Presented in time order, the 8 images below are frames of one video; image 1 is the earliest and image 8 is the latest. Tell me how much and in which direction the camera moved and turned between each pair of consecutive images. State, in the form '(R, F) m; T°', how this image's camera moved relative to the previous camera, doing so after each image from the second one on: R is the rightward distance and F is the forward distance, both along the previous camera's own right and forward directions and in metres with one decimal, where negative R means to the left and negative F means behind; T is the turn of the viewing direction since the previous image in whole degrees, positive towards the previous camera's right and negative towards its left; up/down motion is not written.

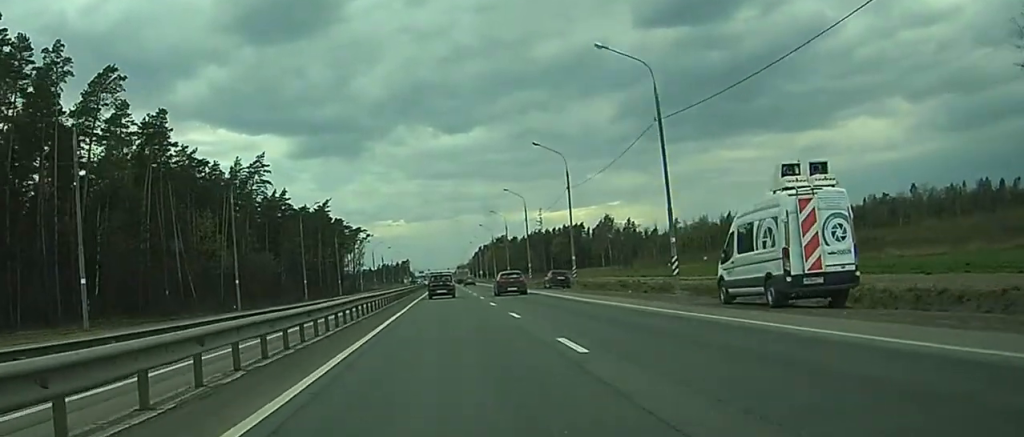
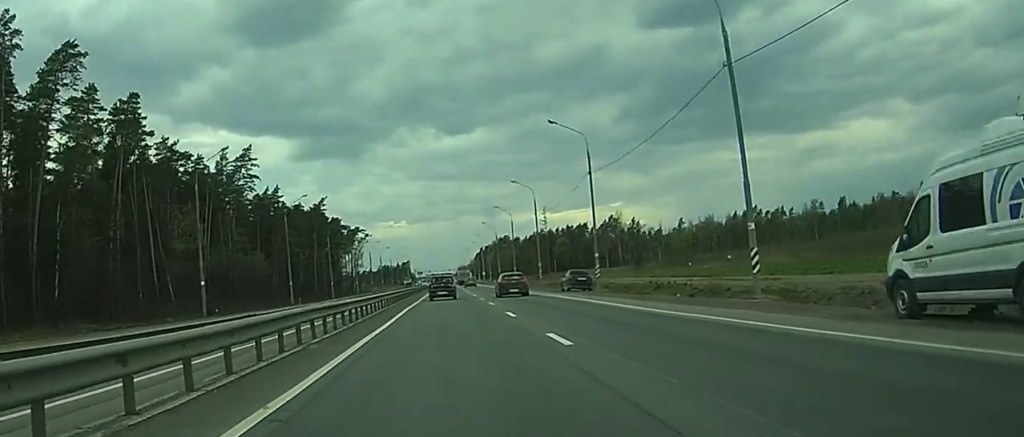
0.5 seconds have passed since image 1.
(+0.1, +10.3) m; 0°
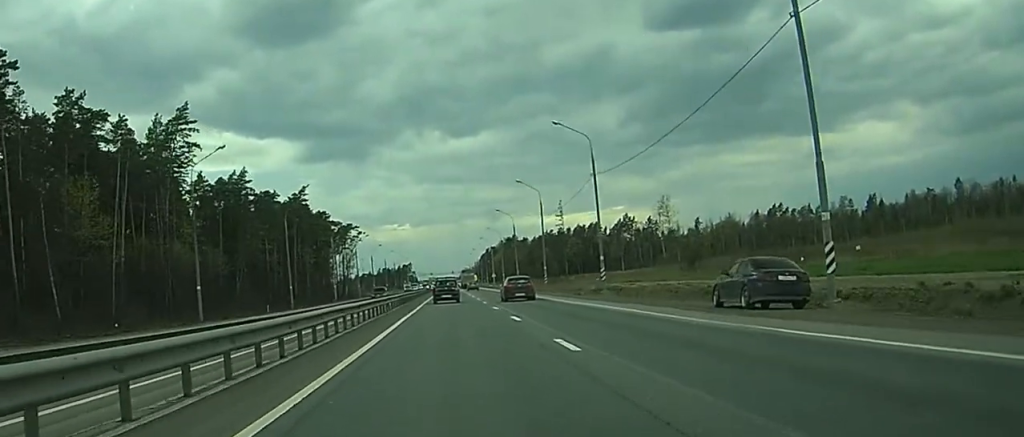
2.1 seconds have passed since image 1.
(-0.1, +36.0) m; -3°
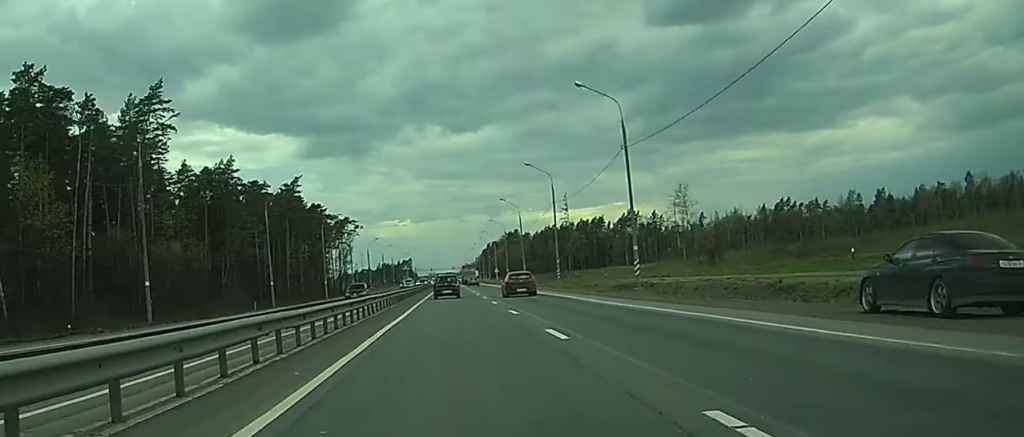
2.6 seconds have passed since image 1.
(-0.2, +10.2) m; -1°
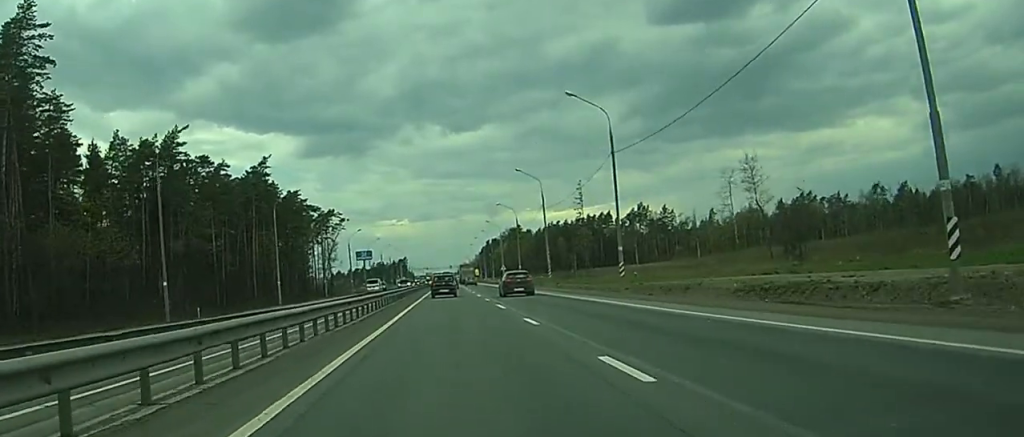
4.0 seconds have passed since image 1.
(-0.5, +30.6) m; -1°
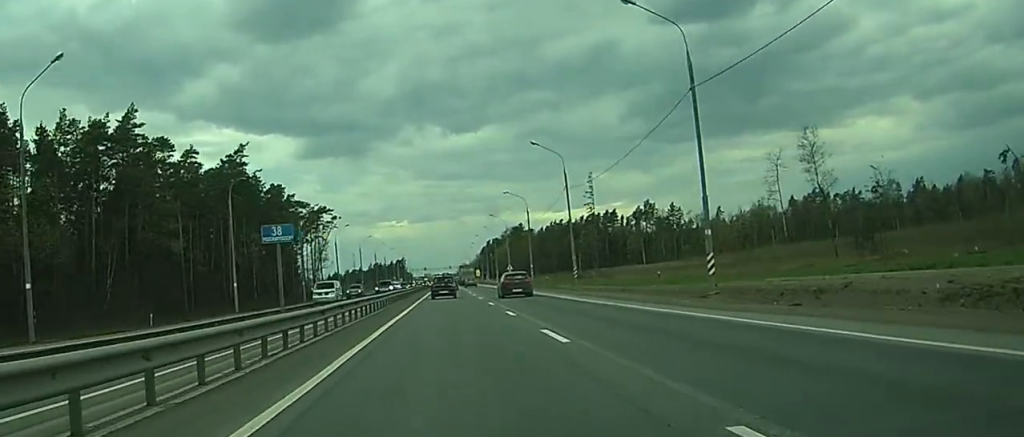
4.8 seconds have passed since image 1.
(+0.1, +17.3) m; +1°
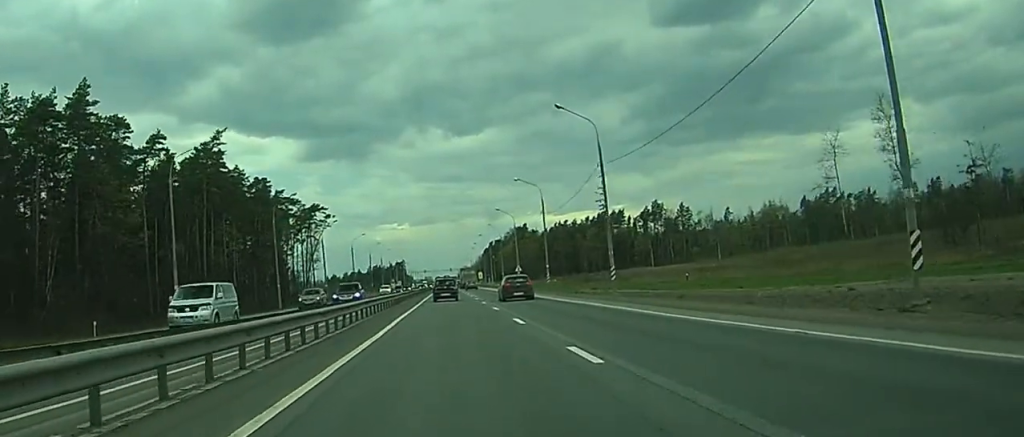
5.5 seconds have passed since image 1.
(+0.1, +15.0) m; +1°
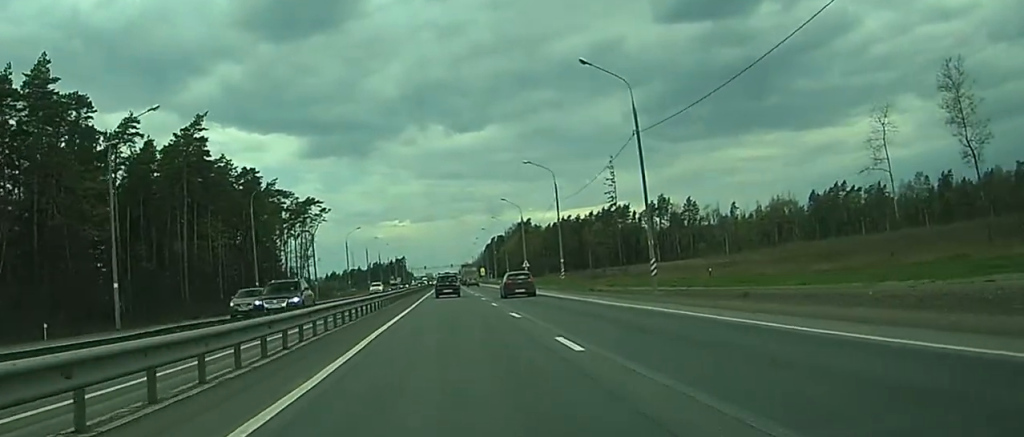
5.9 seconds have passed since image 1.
(+0.2, +9.9) m; +1°
